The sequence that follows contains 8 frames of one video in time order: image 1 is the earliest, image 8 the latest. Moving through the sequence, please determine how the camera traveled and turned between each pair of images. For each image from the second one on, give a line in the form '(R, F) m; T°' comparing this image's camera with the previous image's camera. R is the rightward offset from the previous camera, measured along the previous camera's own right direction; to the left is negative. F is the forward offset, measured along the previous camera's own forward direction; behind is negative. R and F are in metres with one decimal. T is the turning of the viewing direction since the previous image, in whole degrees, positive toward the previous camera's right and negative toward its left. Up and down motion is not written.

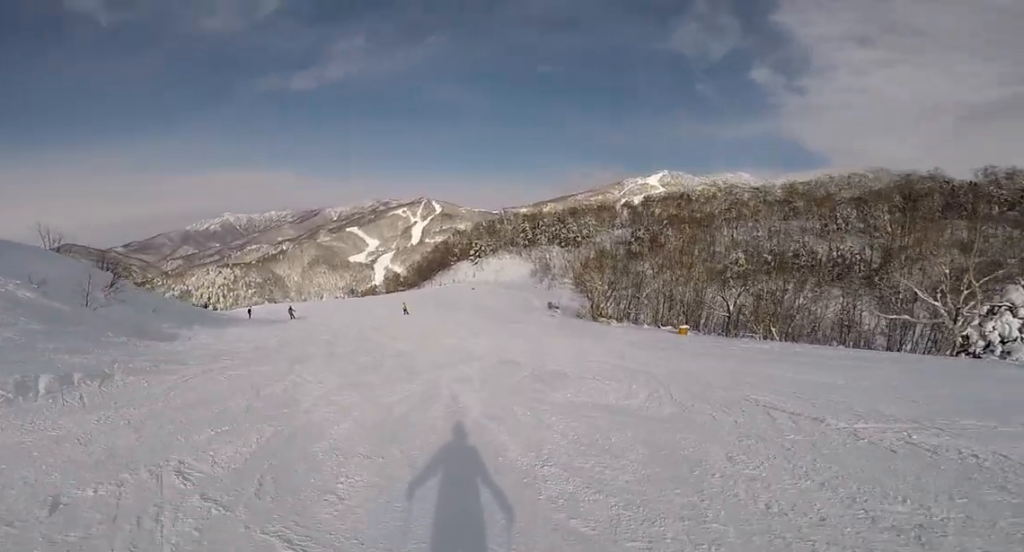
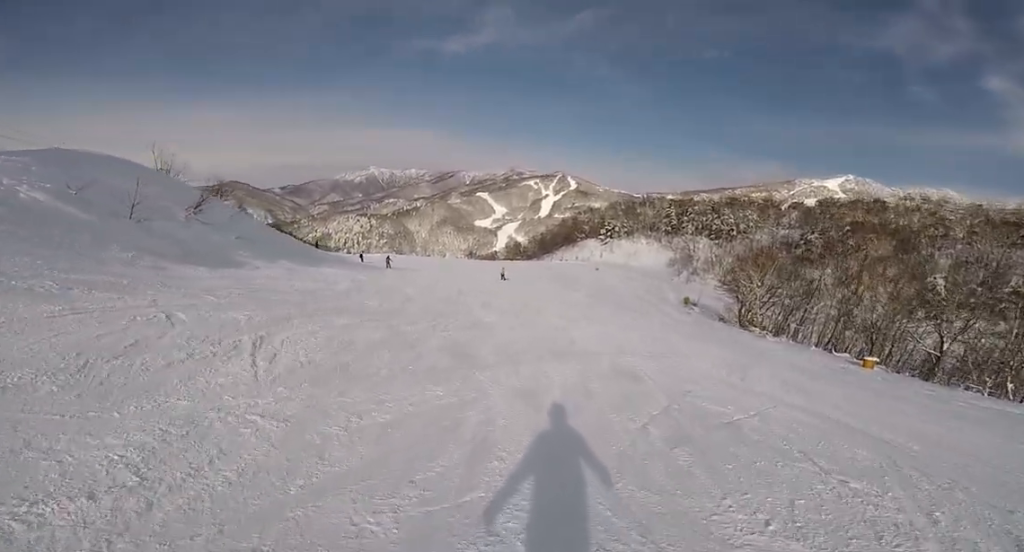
(+0.1, +5.2) m; -17°
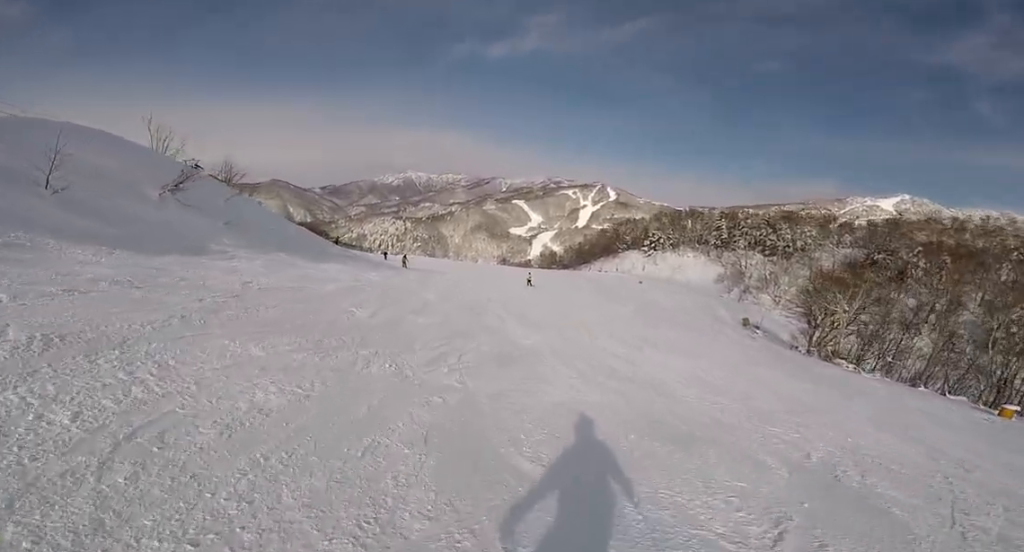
(-1.3, +4.6) m; -10°
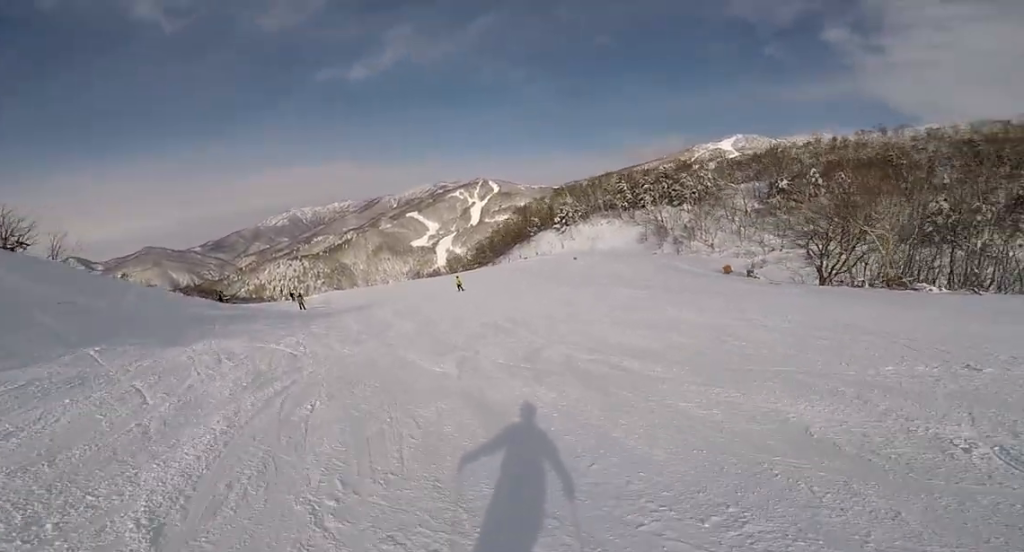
(+1.0, +11.1) m; +16°
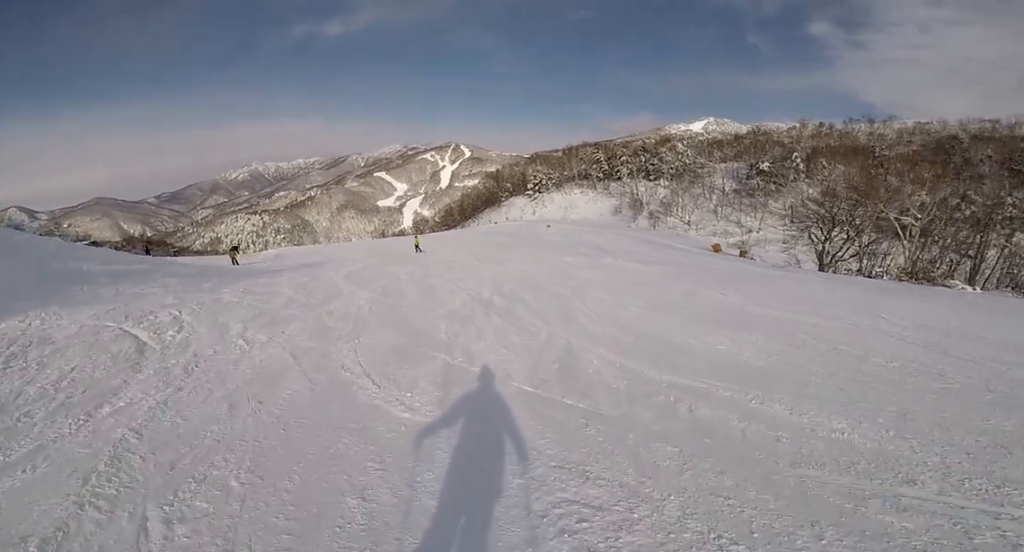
(+0.8, +4.5) m; 0°
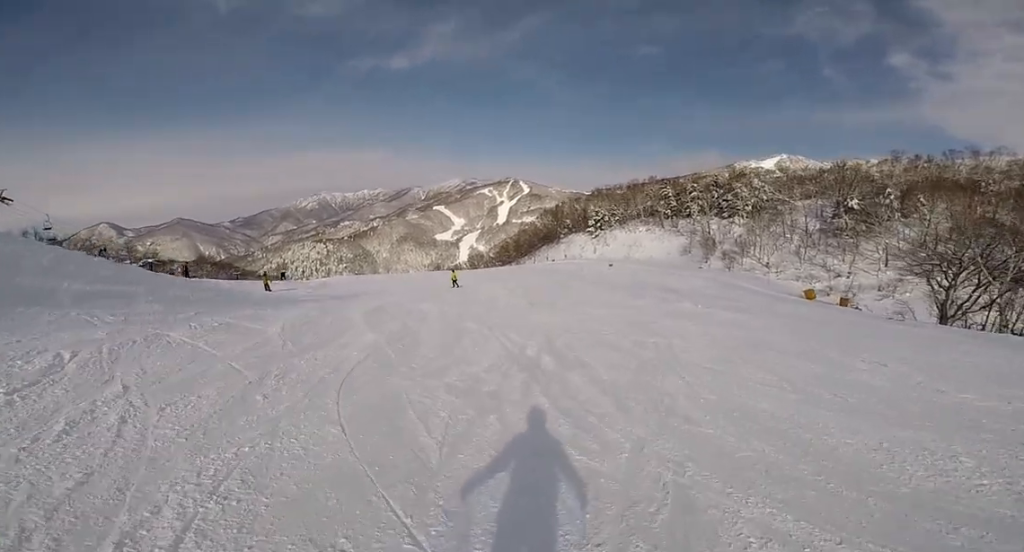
(-0.6, +3.5) m; -6°
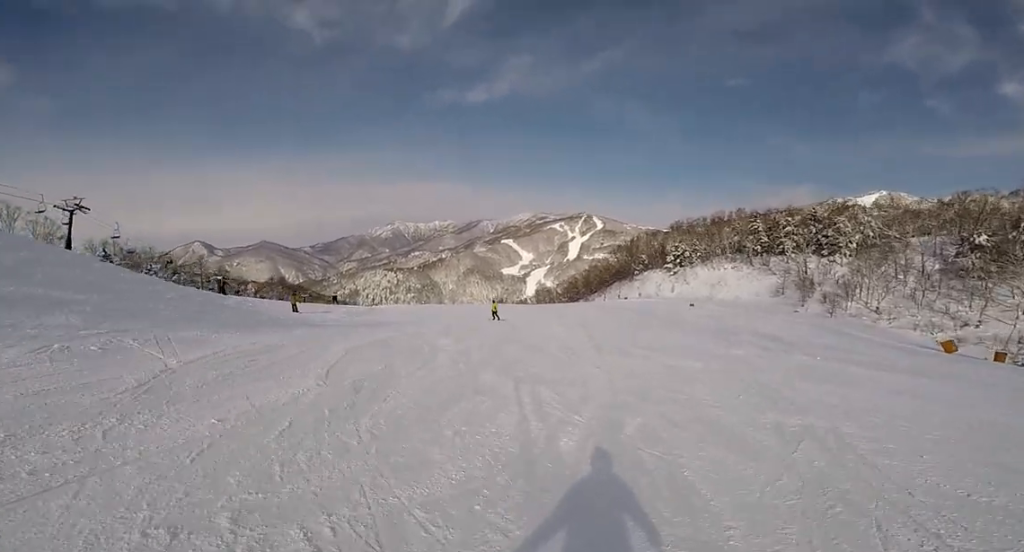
(-0.3, +4.2) m; -5°
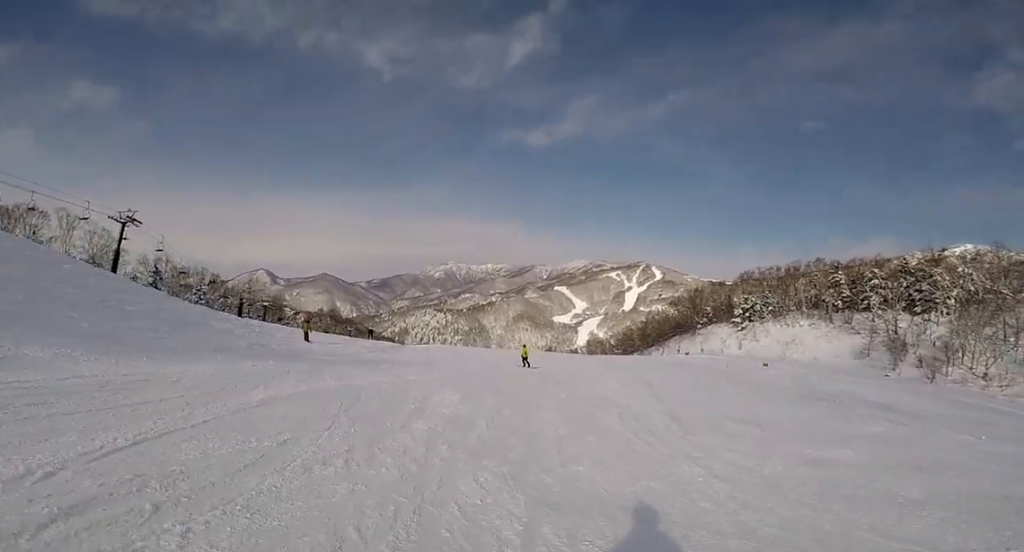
(0.0, +4.6) m; 0°
